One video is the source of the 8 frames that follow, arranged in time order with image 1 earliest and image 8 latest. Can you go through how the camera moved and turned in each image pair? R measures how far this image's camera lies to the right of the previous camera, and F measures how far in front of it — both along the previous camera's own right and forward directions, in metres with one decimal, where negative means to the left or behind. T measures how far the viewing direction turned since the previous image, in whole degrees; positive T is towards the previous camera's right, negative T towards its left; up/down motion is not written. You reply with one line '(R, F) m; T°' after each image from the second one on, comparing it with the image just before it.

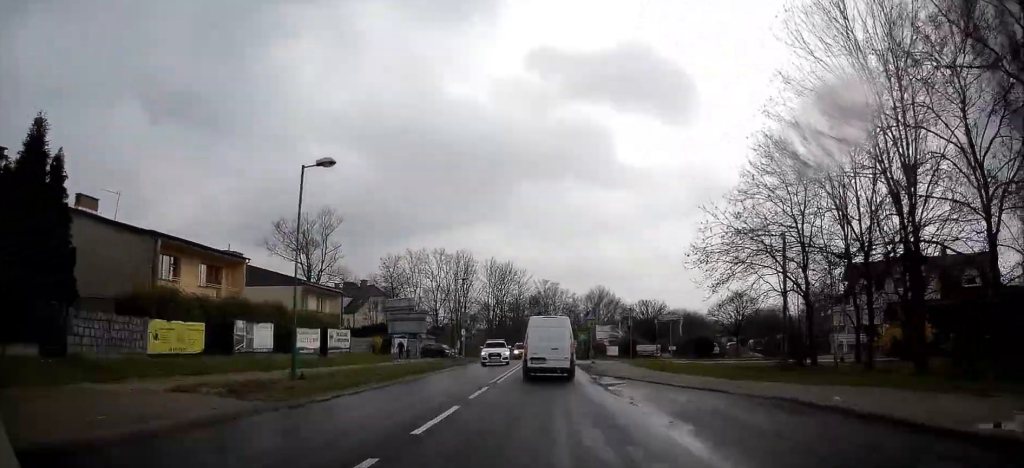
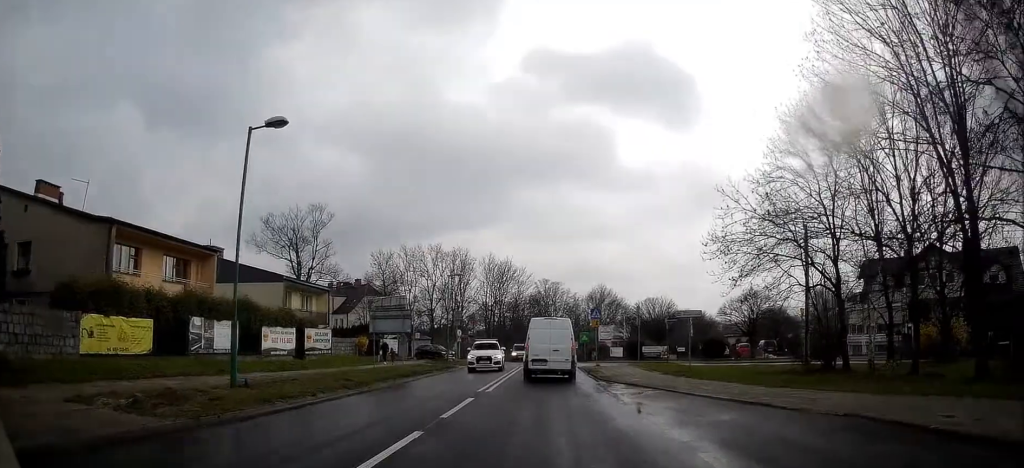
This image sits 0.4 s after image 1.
(+0.1, +4.1) m; 0°
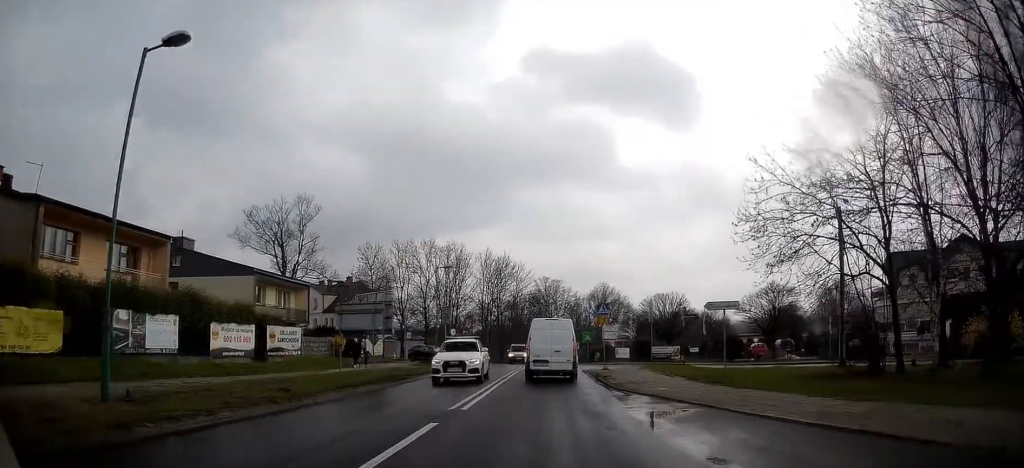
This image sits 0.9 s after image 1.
(0.0, +5.4) m; 0°
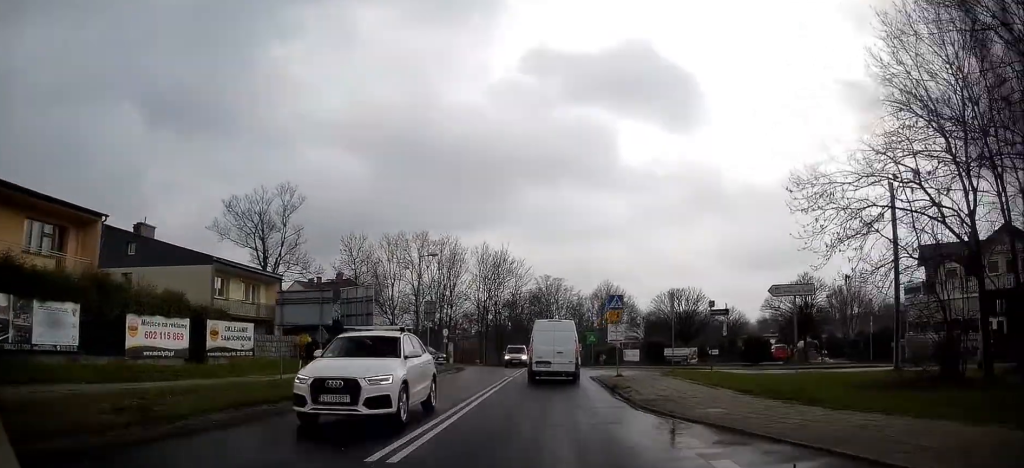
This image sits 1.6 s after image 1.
(0.0, +6.2) m; -1°
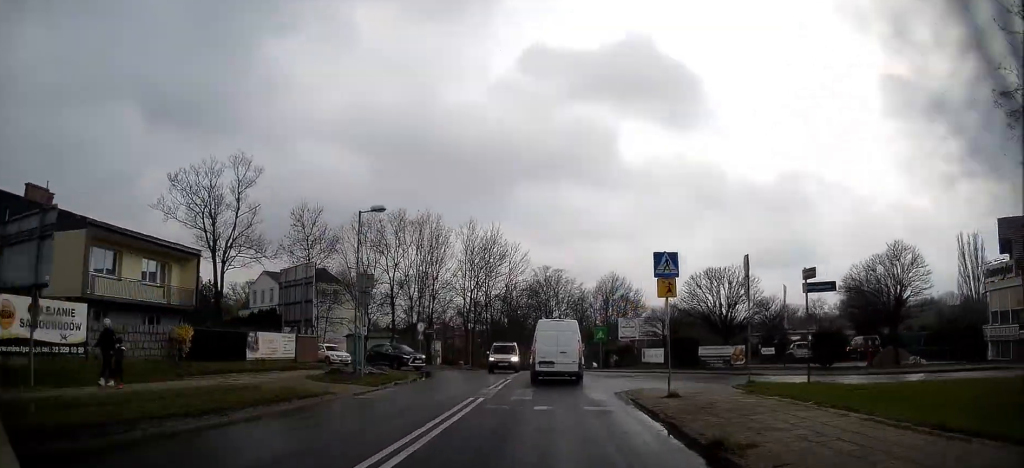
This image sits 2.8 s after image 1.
(-0.2, +11.6) m; 0°
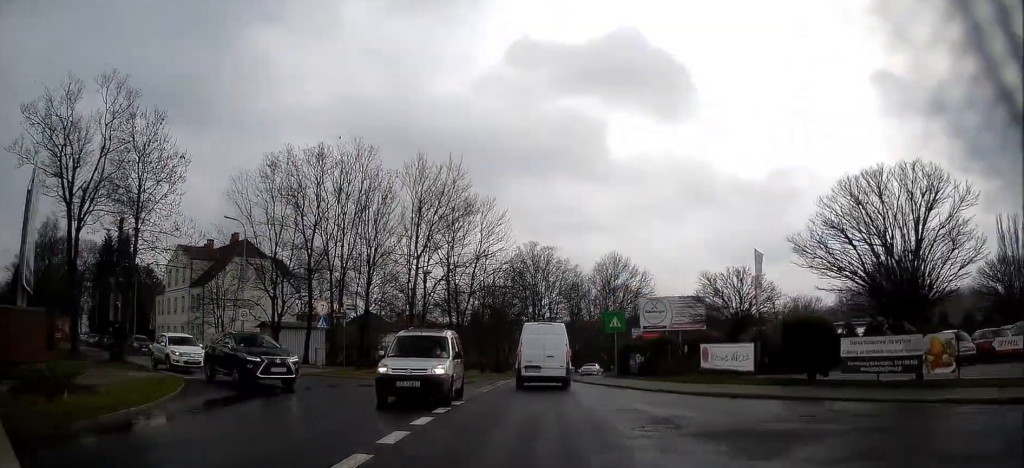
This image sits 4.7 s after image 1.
(+0.2, +19.3) m; 0°
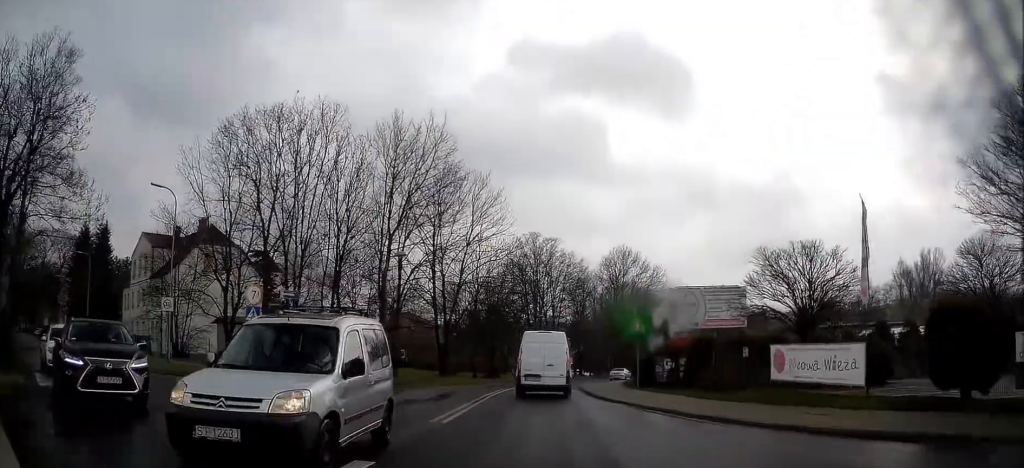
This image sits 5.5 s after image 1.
(0.0, +7.7) m; 0°
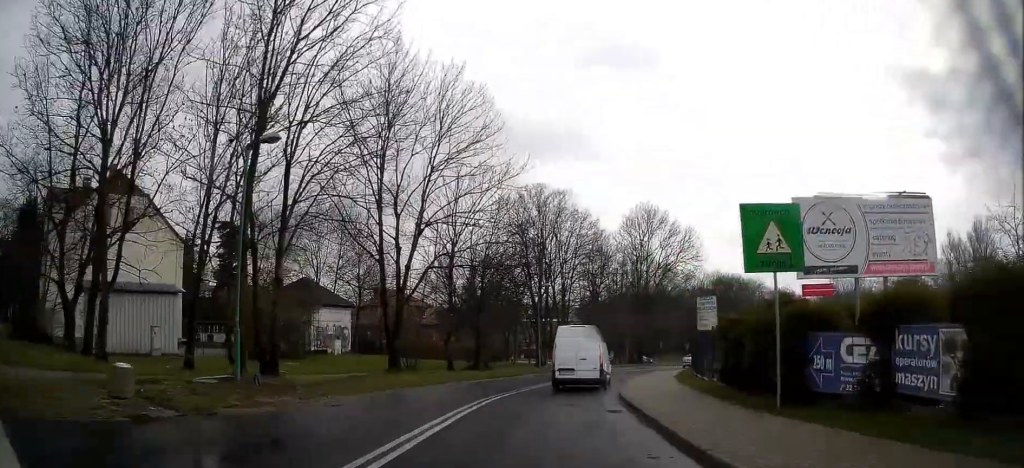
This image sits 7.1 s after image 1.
(0.0, +16.2) m; 0°
